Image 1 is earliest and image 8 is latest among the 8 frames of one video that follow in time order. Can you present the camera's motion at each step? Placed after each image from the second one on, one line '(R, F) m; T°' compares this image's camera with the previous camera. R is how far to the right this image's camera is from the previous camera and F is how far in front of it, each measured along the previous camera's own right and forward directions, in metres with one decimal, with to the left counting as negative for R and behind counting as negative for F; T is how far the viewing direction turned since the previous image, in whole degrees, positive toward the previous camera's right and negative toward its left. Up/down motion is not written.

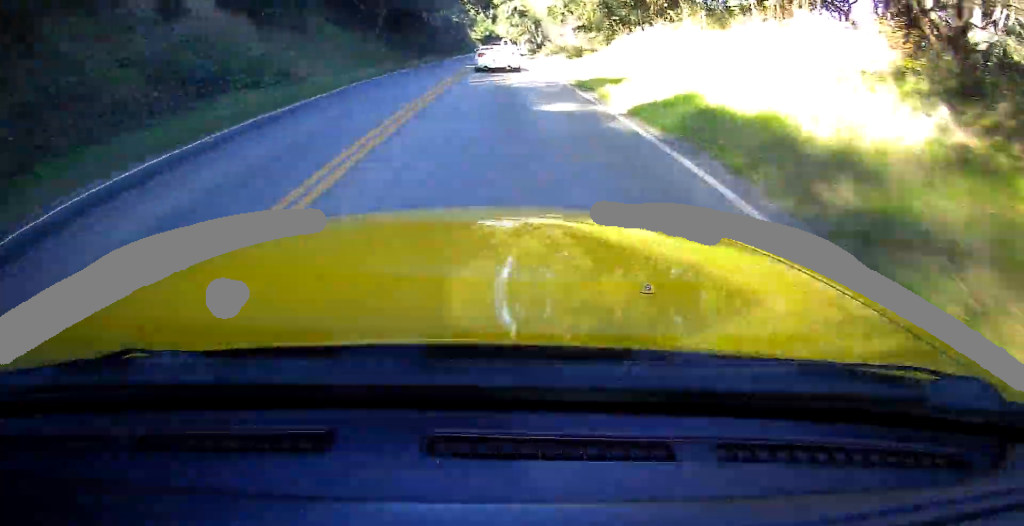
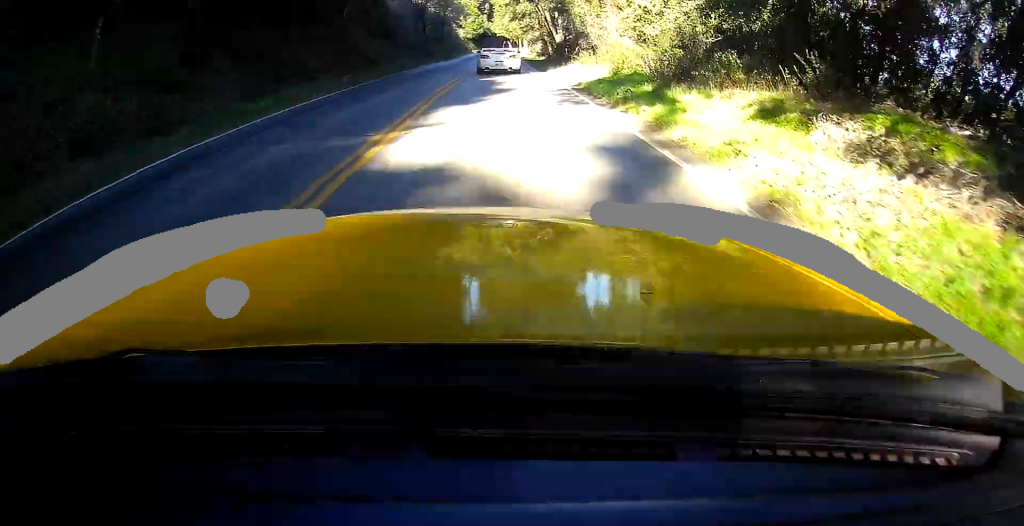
(-0.6, +31.2) m; 0°
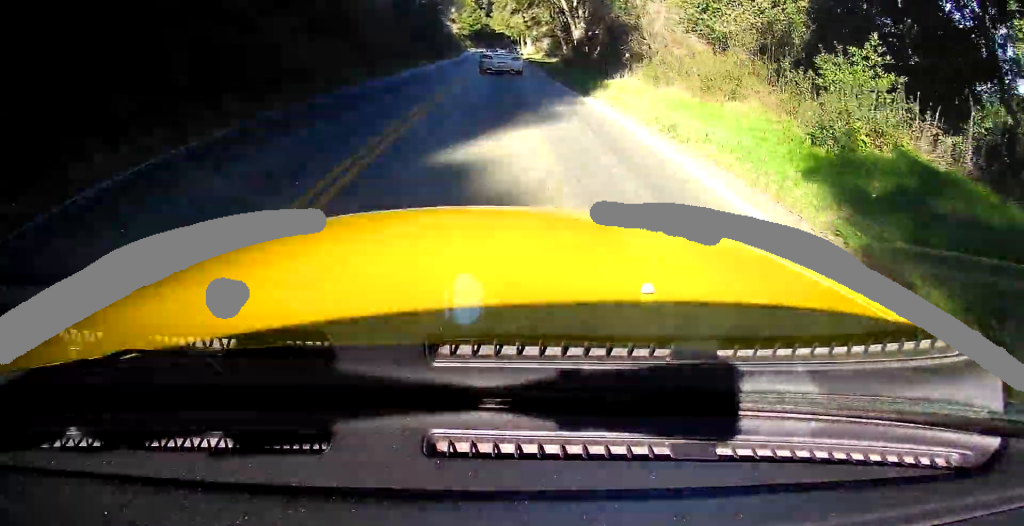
(+0.3, +13.9) m; +1°
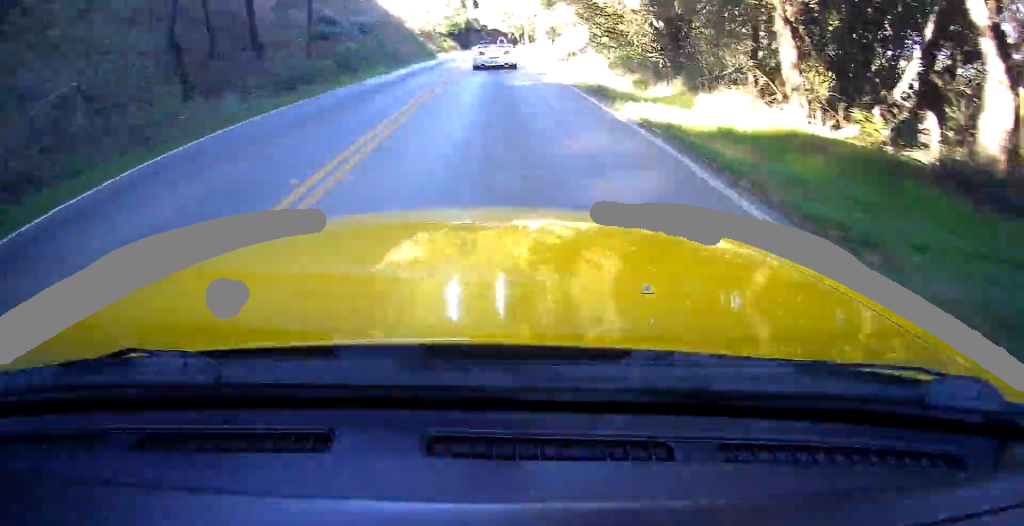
(+0.7, +39.0) m; 0°
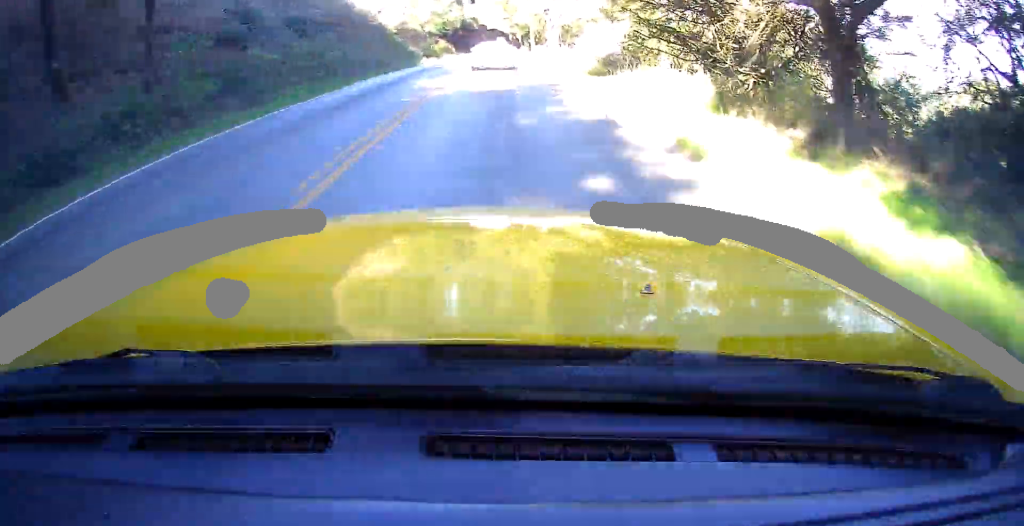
(-0.3, +13.0) m; 0°
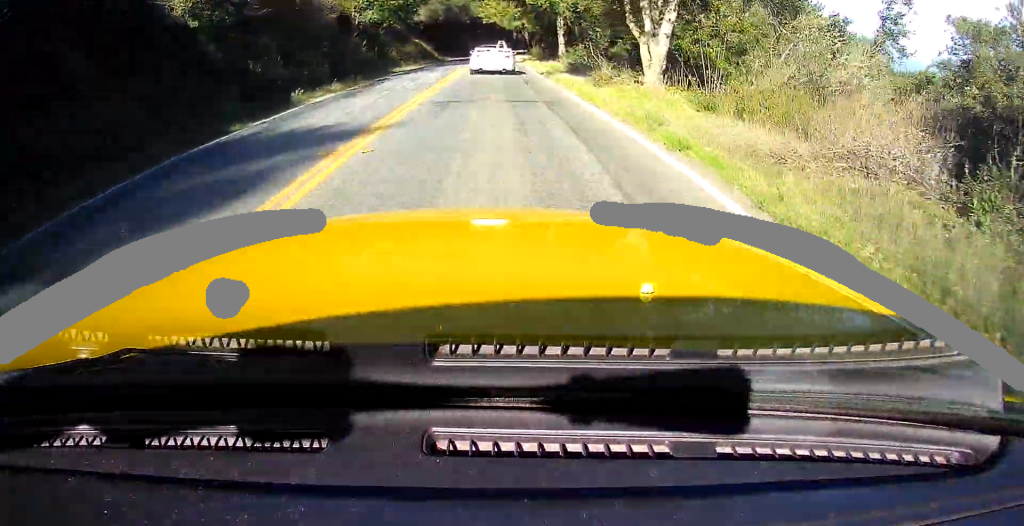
(-0.2, +30.3) m; +1°
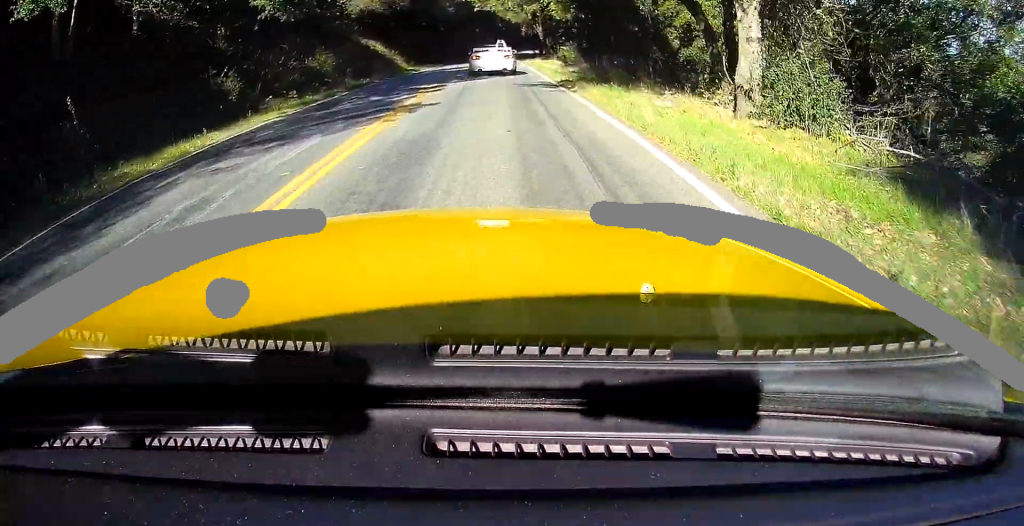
(+0.4, +27.8) m; +1°
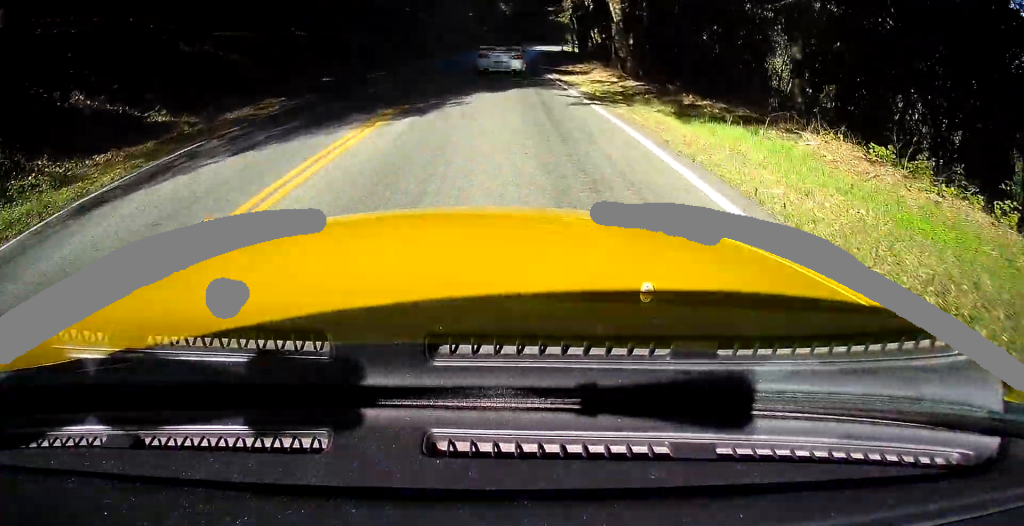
(-0.5, +42.4) m; -1°
